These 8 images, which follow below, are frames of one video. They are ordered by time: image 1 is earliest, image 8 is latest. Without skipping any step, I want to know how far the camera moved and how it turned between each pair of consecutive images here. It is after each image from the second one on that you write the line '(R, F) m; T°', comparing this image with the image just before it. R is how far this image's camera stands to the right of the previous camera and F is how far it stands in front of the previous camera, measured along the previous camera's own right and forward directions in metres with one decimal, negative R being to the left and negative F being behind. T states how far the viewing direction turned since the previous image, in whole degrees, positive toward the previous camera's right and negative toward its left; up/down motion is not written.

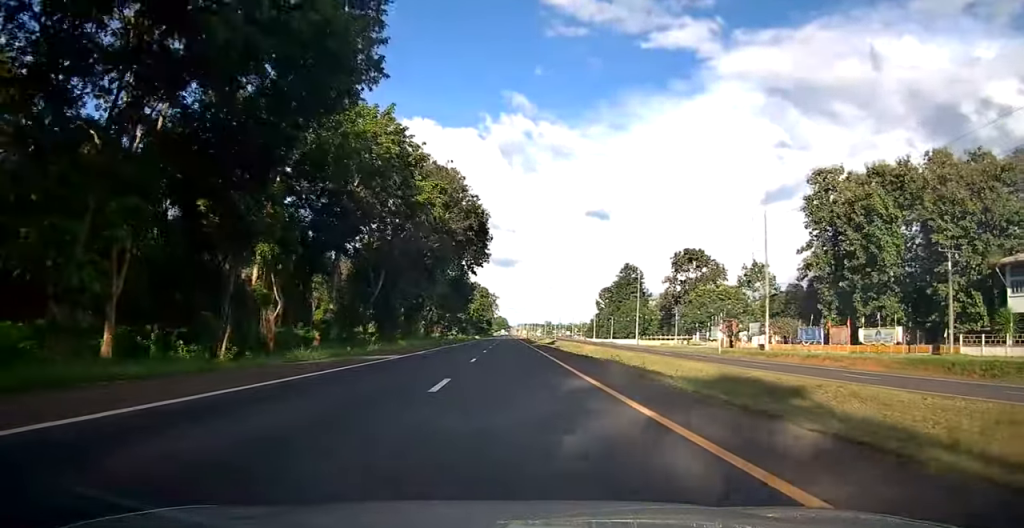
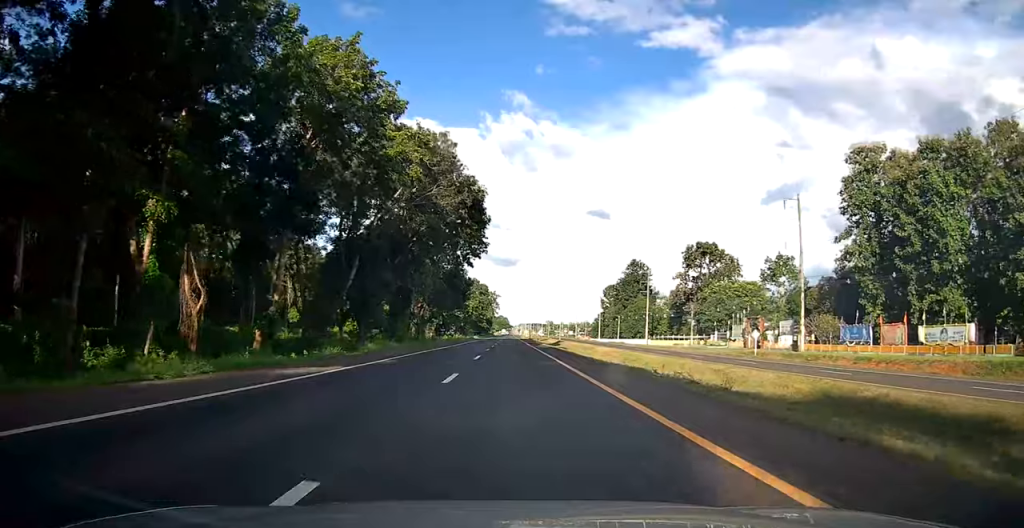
(0.0, +9.7) m; 0°
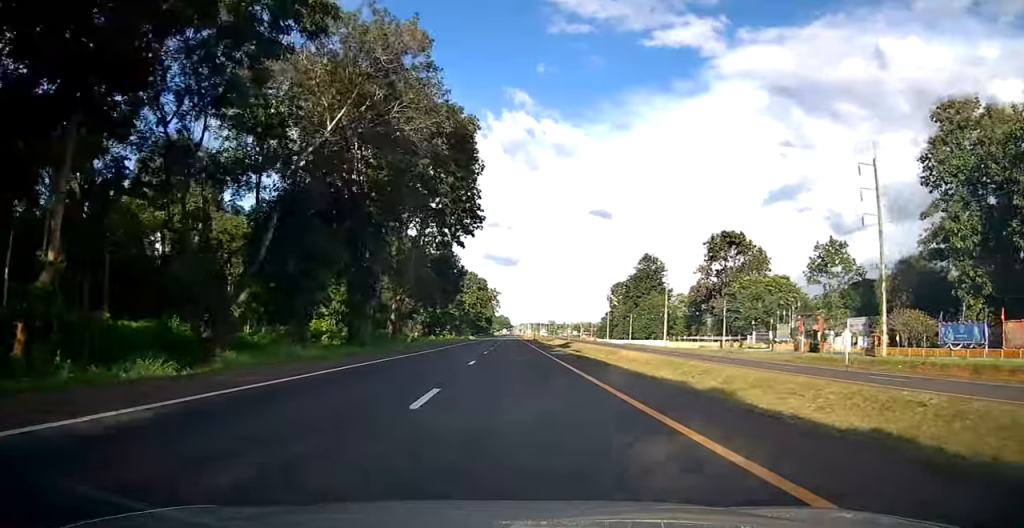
(0.0, +16.3) m; 0°
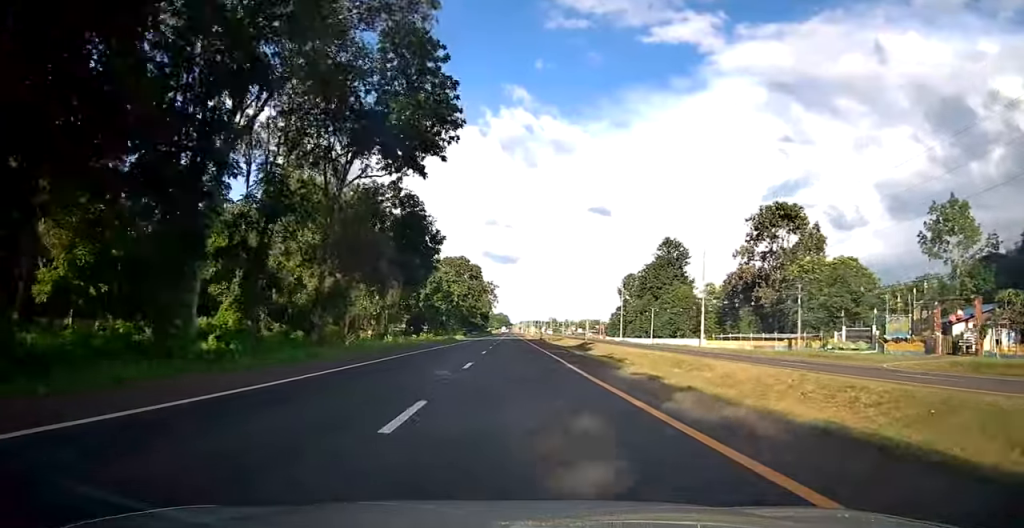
(-0.1, +26.0) m; +1°
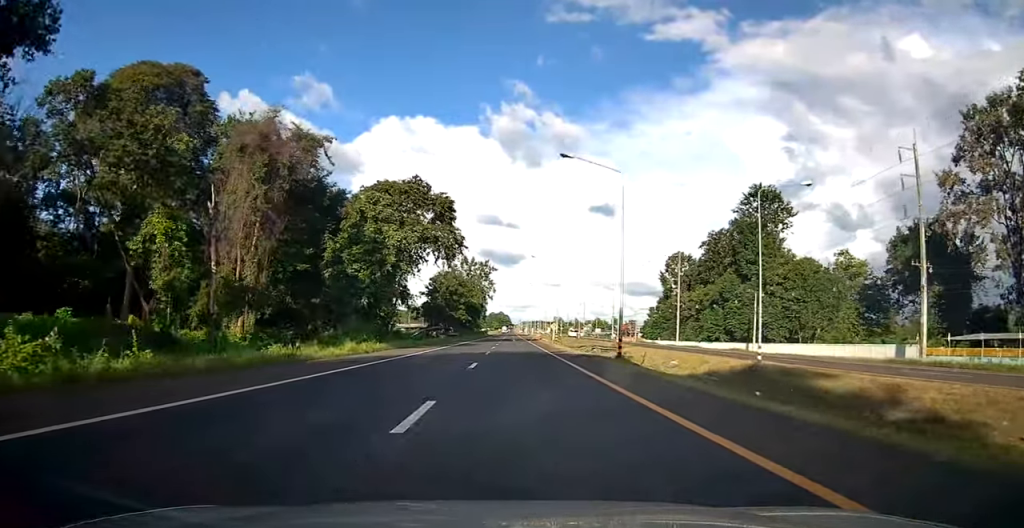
(-0.2, +59.3) m; -1°
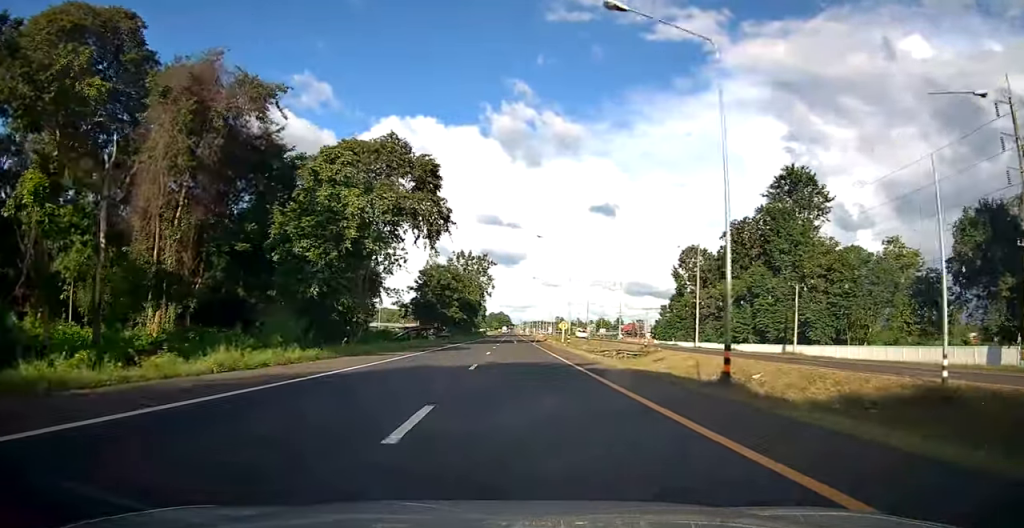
(+0.1, +12.6) m; 0°
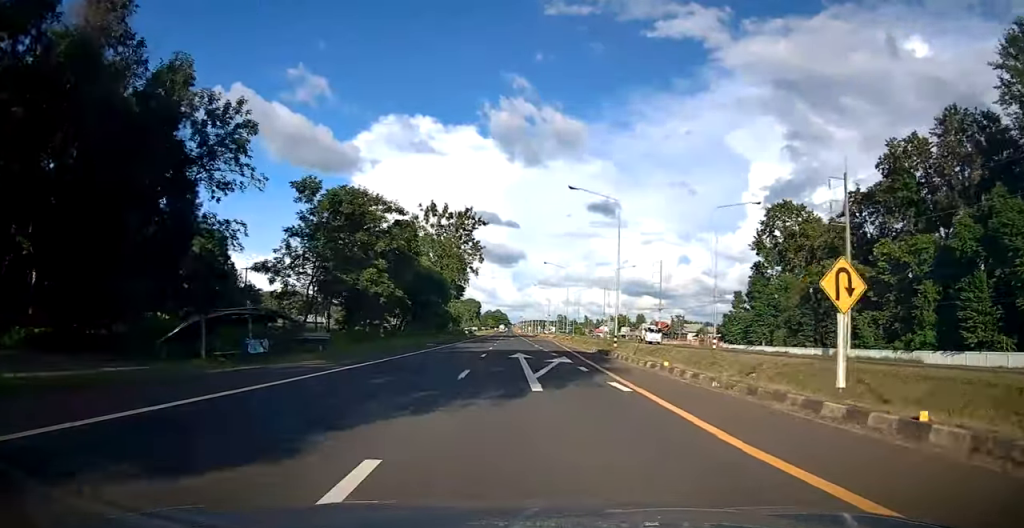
(-0.1, +51.8) m; 0°
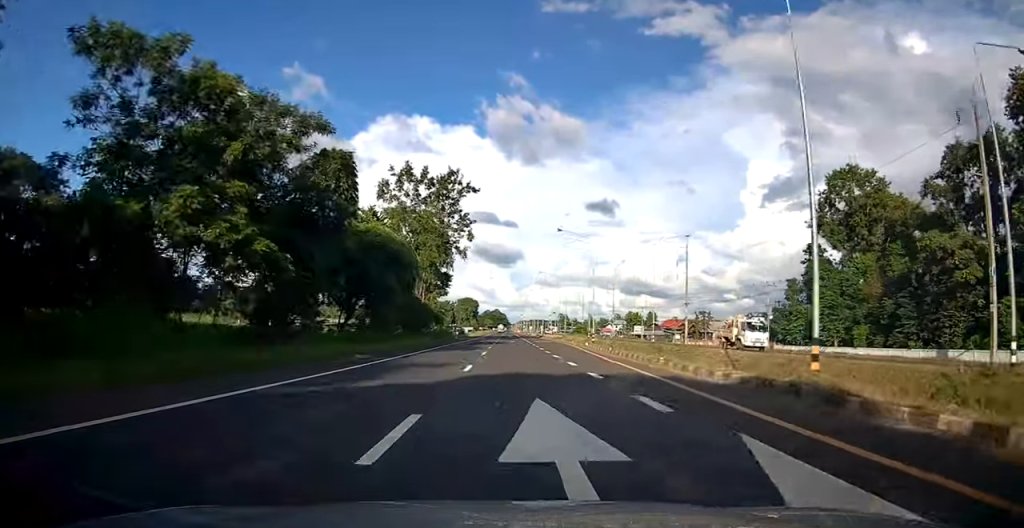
(+0.1, +21.2) m; 0°
